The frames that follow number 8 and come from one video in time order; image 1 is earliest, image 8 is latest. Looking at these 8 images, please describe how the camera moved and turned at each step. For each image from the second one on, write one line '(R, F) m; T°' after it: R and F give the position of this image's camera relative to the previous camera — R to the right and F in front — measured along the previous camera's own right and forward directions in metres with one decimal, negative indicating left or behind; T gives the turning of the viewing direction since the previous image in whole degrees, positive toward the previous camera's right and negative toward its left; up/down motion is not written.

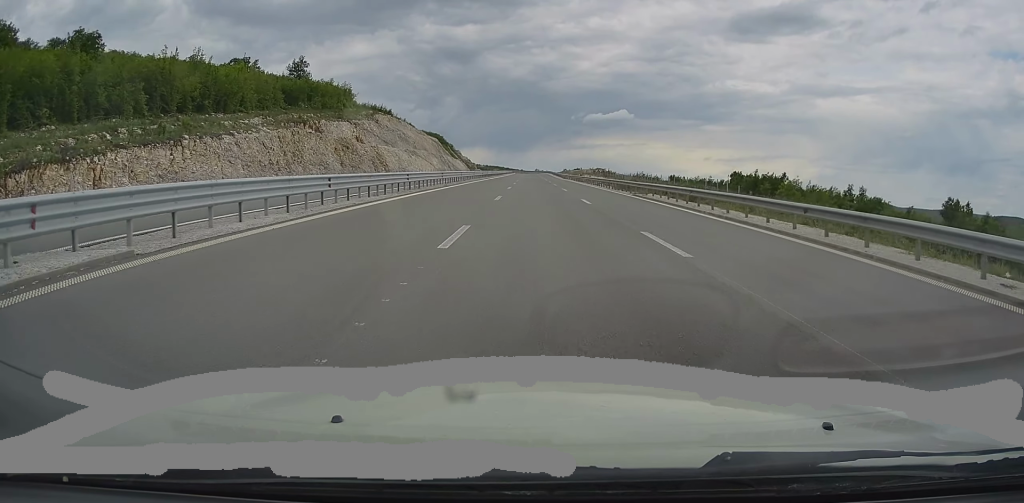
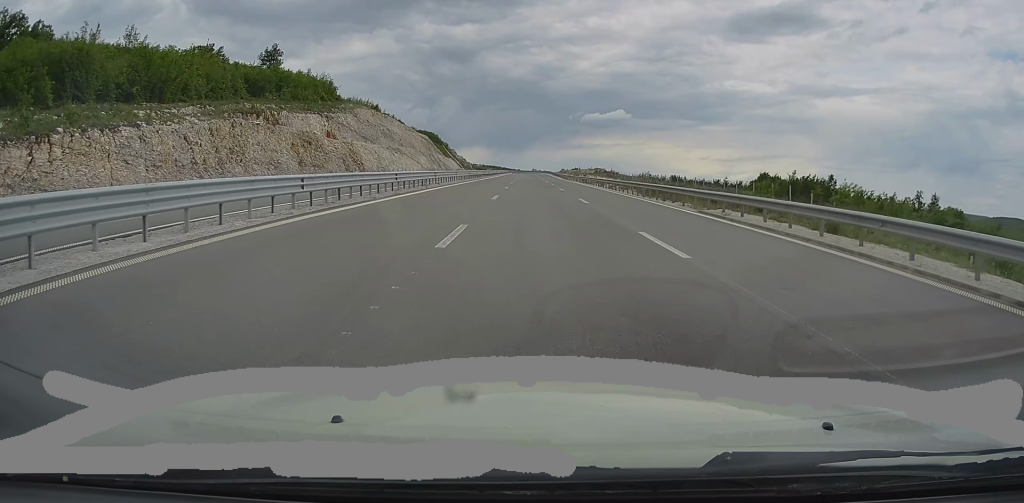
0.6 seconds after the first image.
(0.0, +15.8) m; 0°
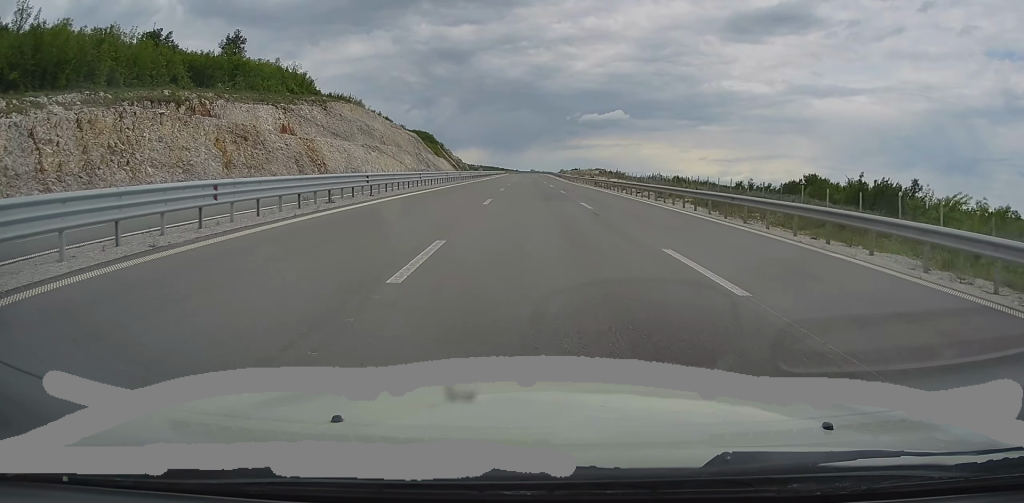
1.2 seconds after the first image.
(0.0, +18.7) m; 0°
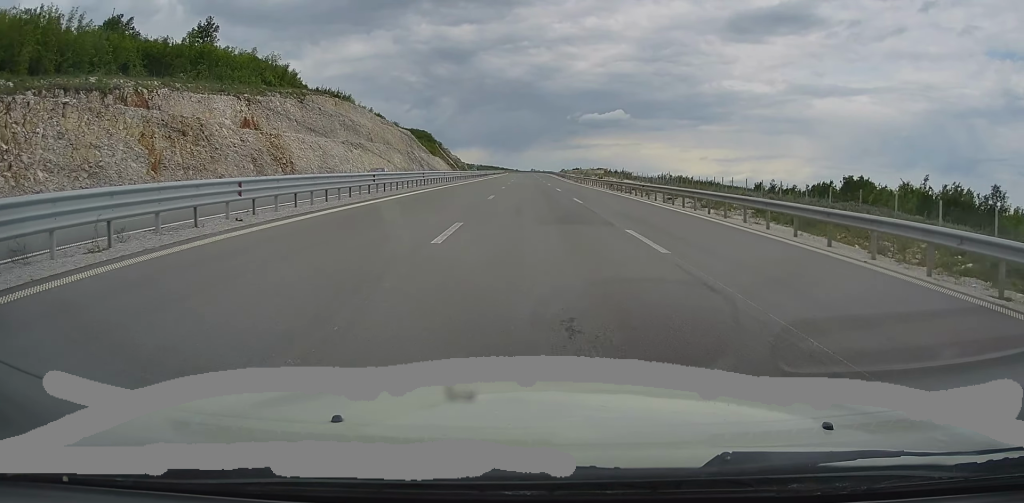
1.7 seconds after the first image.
(0.0, +12.4) m; 0°
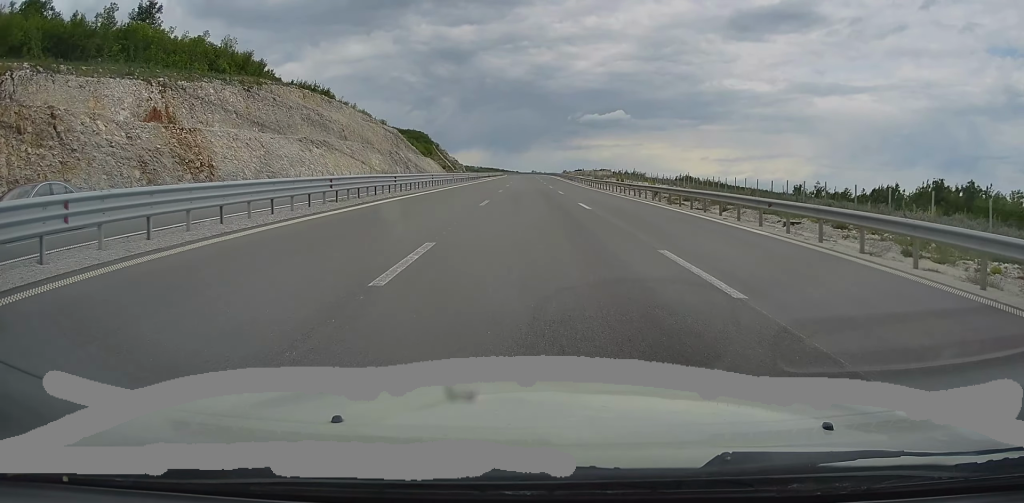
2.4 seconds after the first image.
(0.0, +20.2) m; 0°
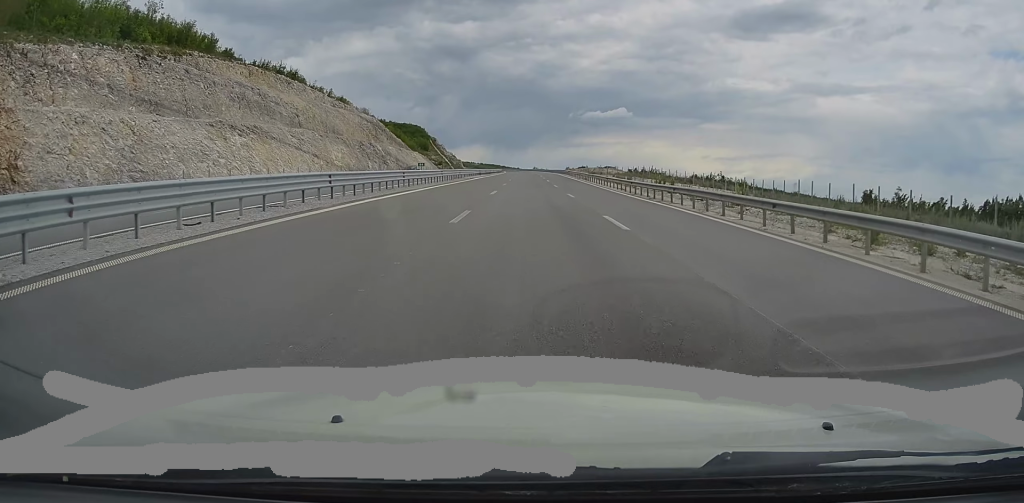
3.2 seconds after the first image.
(0.0, +25.6) m; 0°
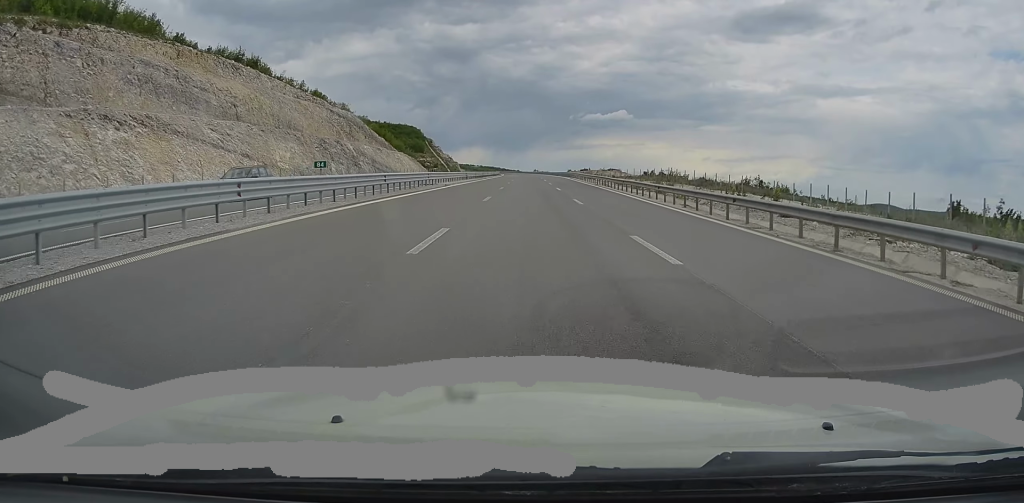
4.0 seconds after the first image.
(0.0, +22.1) m; 0°
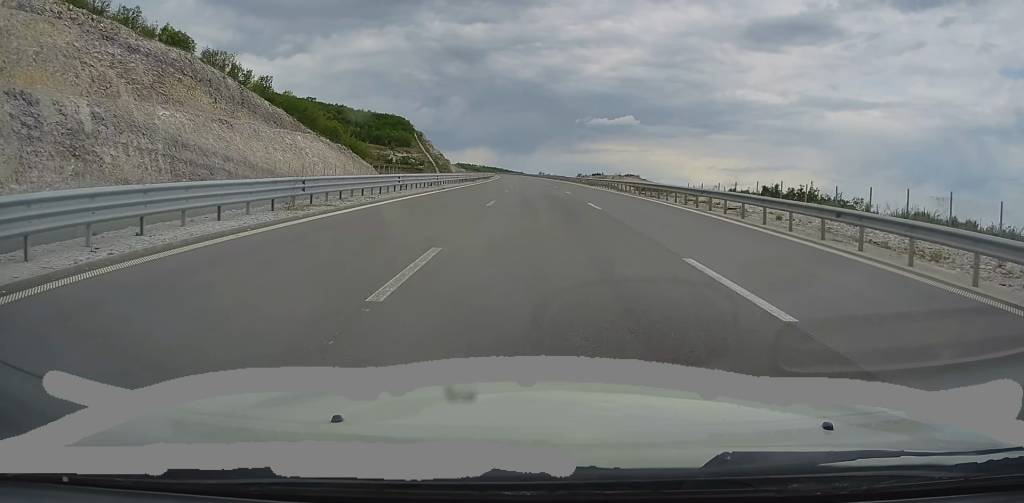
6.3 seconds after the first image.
(-0.1, +68.2) m; -1°
